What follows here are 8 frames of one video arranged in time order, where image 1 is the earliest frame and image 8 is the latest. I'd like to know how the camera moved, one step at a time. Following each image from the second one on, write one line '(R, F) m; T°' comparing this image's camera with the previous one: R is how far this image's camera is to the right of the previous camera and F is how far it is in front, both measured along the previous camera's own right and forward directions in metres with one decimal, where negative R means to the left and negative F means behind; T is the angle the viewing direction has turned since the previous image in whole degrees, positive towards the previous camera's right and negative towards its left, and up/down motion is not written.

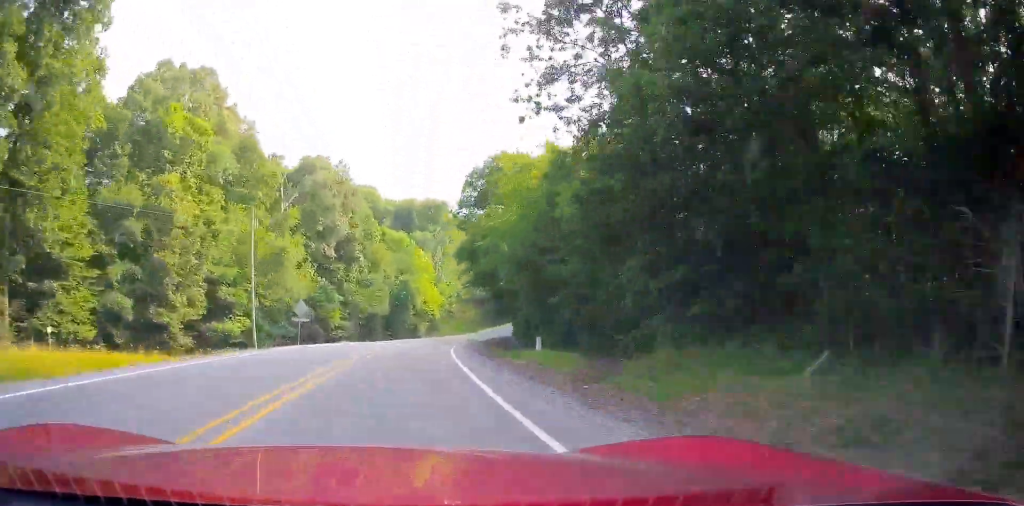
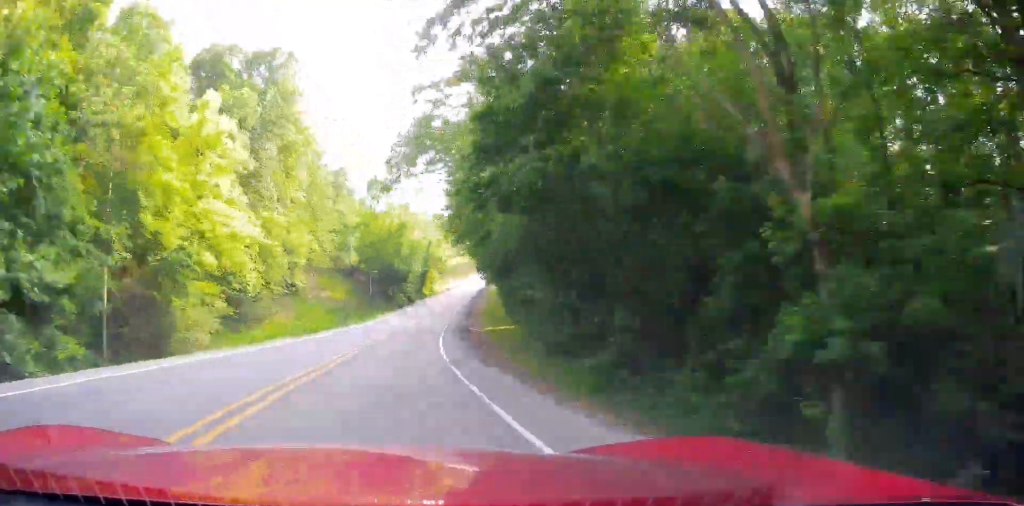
(+8.5, +86.1) m; +11°
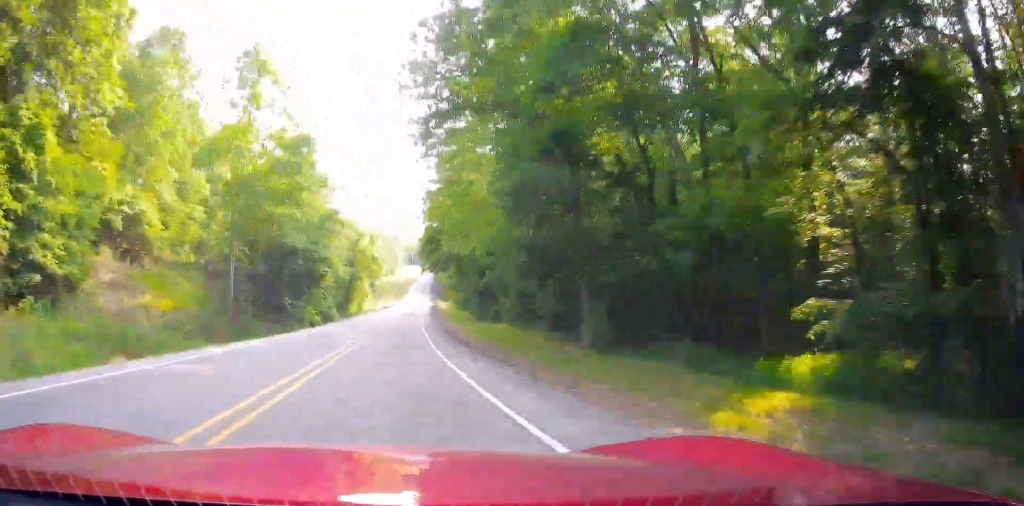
(+2.5, +51.0) m; +7°
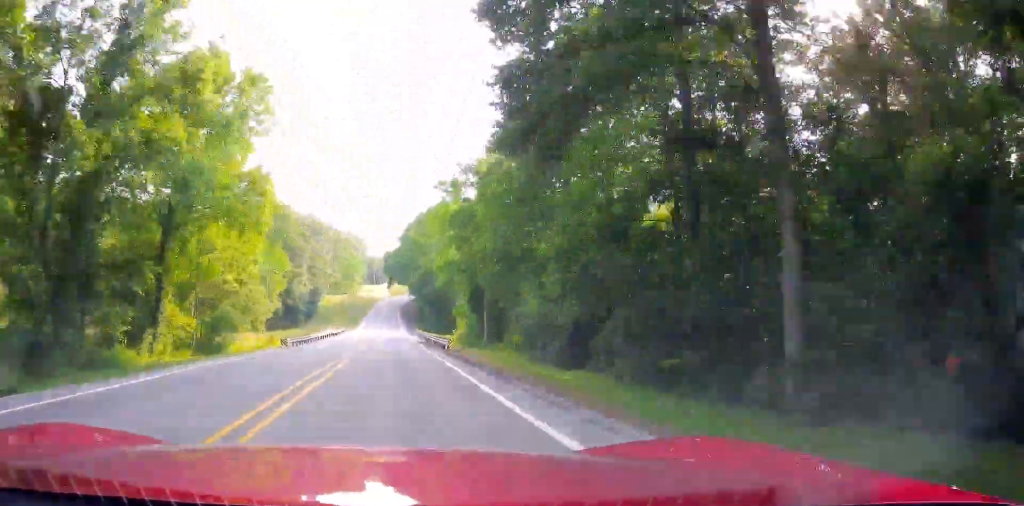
(+7.3, +82.1) m; +7°
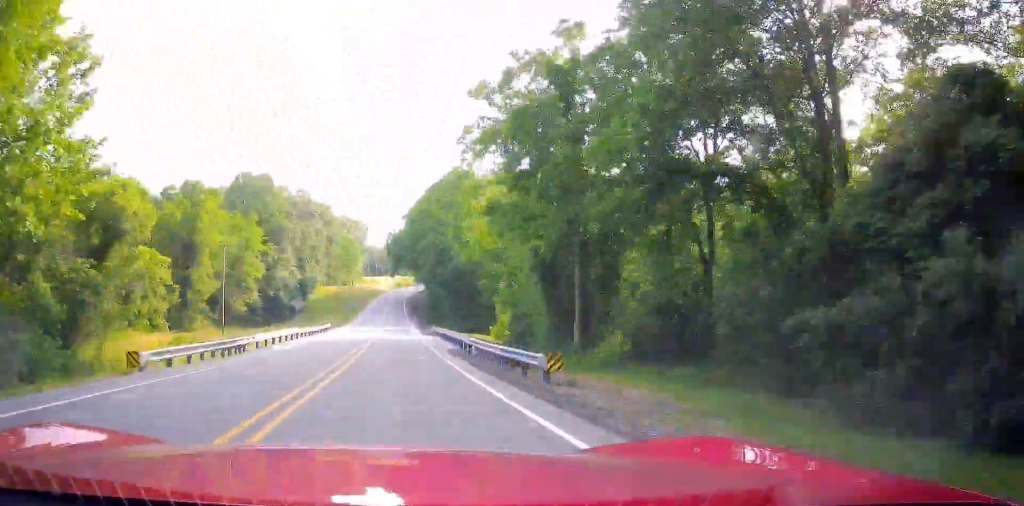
(+0.3, +24.2) m; +1°
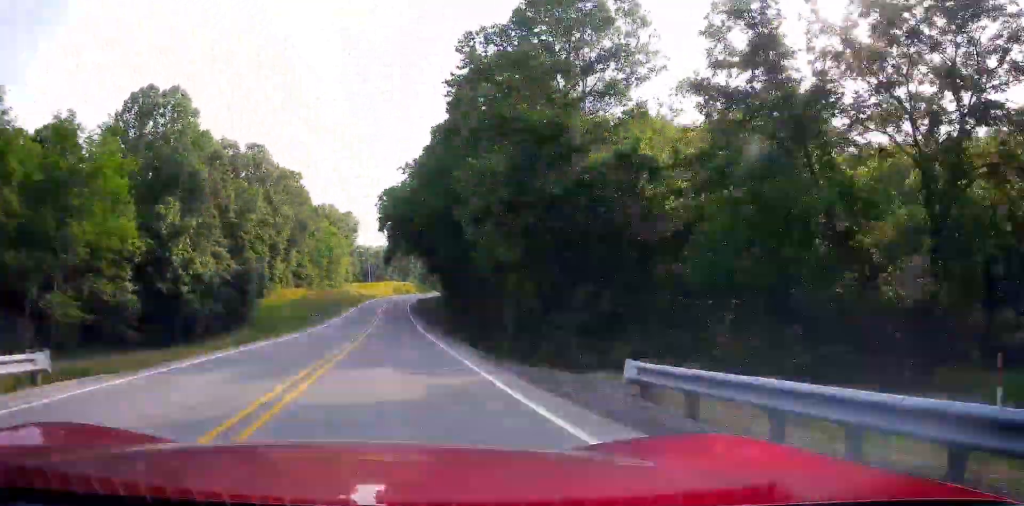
(+0.2, +49.4) m; +1°
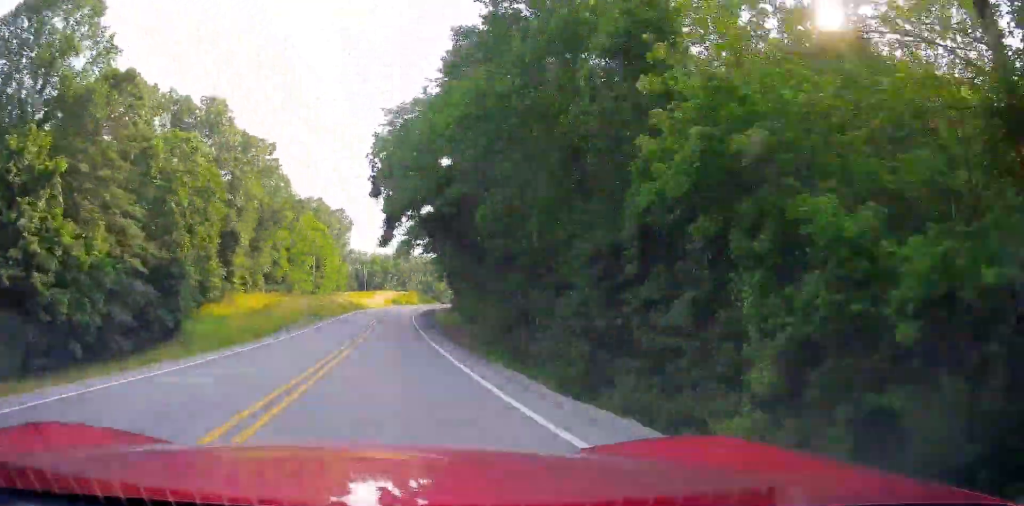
(+0.3, +25.3) m; +1°
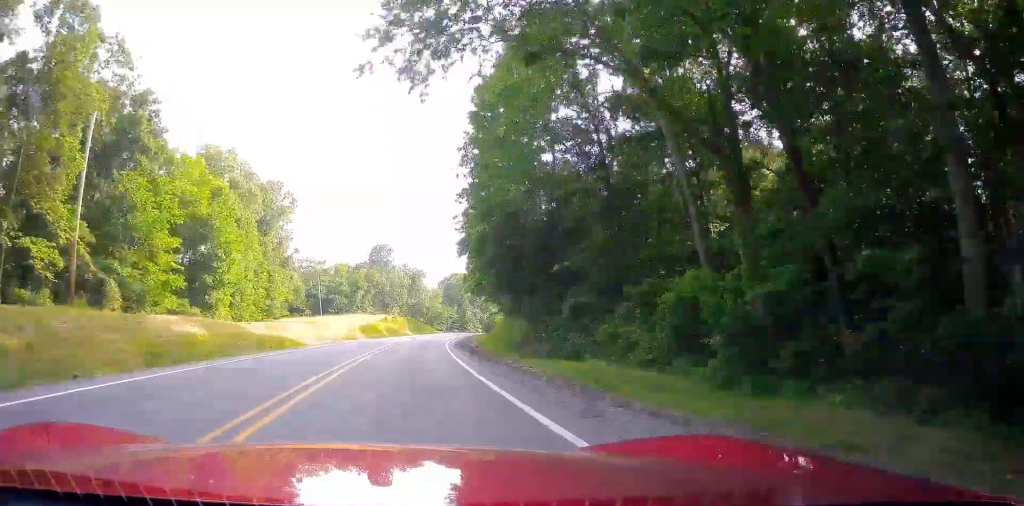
(+1.1, +67.6) m; +2°
